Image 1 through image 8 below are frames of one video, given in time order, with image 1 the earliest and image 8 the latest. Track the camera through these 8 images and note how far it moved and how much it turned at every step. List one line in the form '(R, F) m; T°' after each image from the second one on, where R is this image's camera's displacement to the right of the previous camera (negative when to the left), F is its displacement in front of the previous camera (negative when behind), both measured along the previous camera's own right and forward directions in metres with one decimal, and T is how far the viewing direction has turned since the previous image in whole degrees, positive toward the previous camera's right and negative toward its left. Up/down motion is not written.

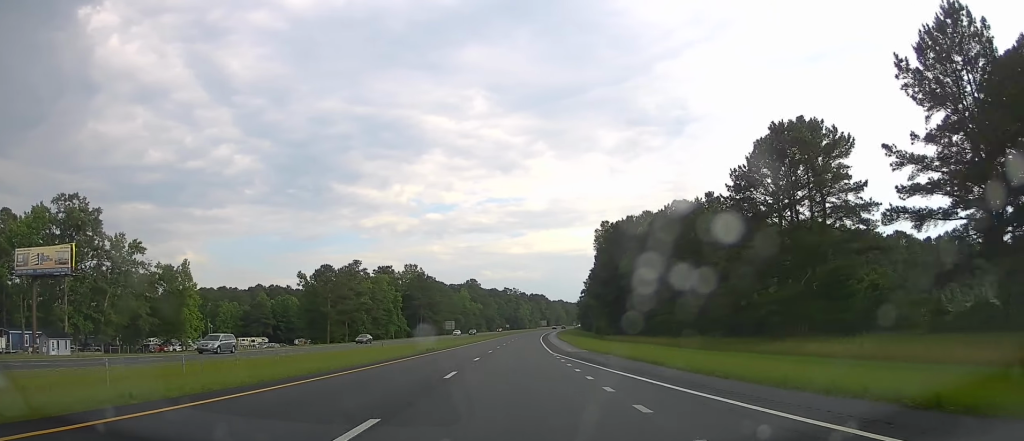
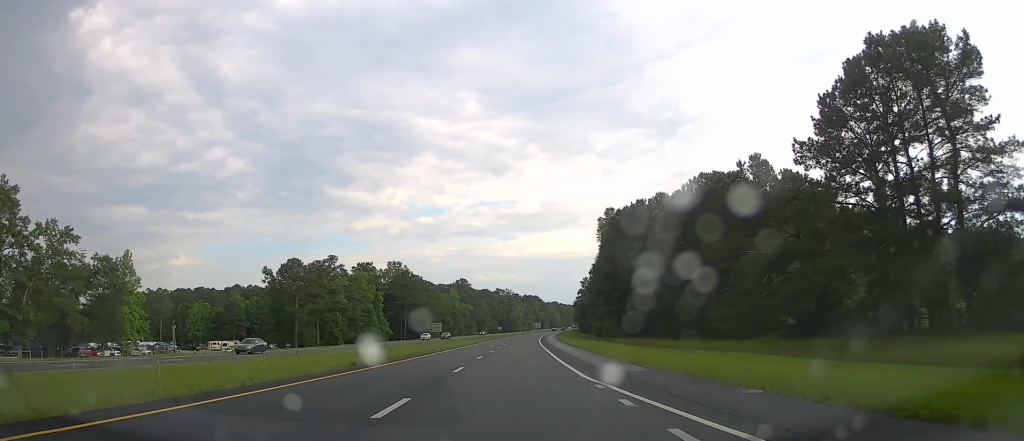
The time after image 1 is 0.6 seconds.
(+0.1, +21.1) m; +1°
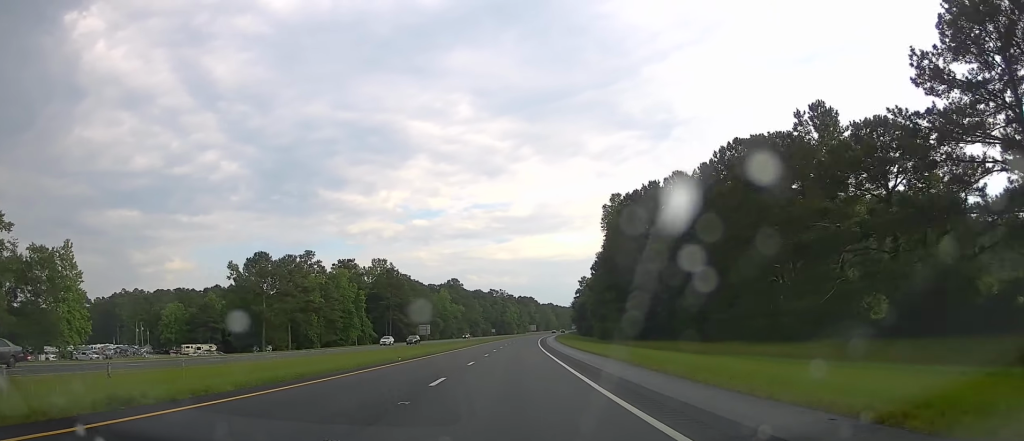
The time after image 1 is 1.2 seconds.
(+0.1, +17.6) m; +1°
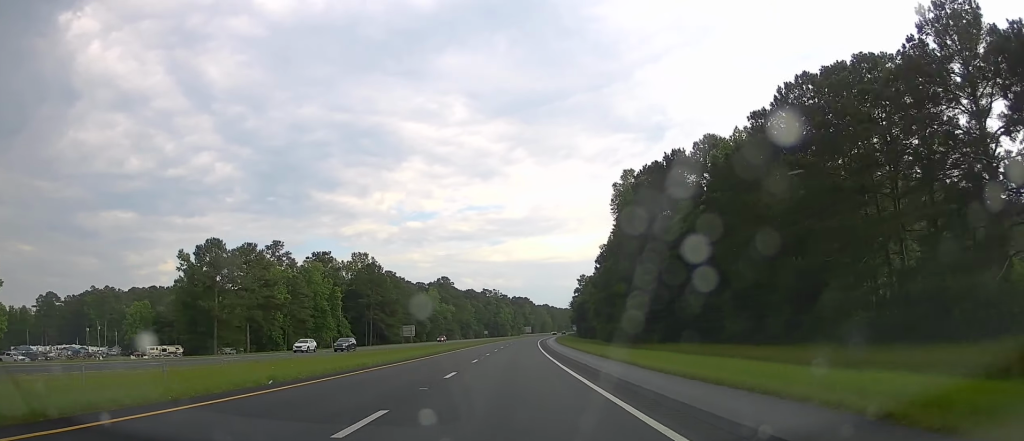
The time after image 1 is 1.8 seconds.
(+0.1, +20.8) m; +1°
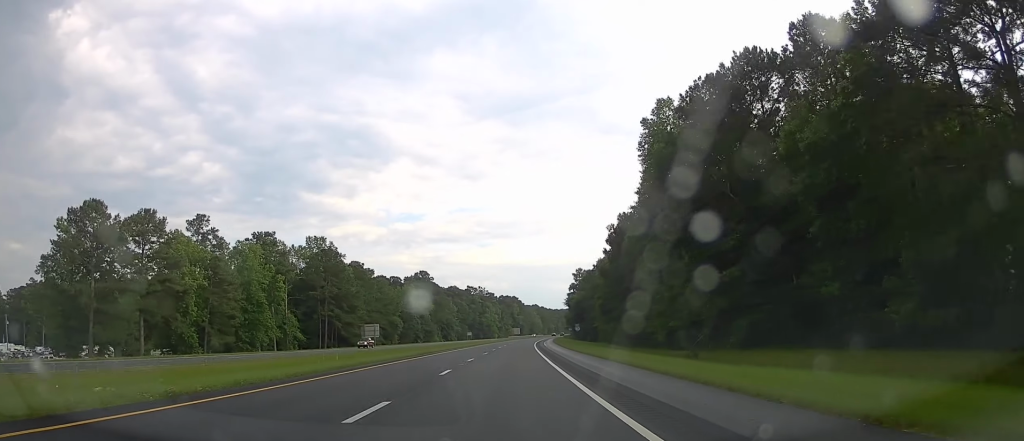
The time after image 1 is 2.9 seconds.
(+0.3, +35.0) m; +1°
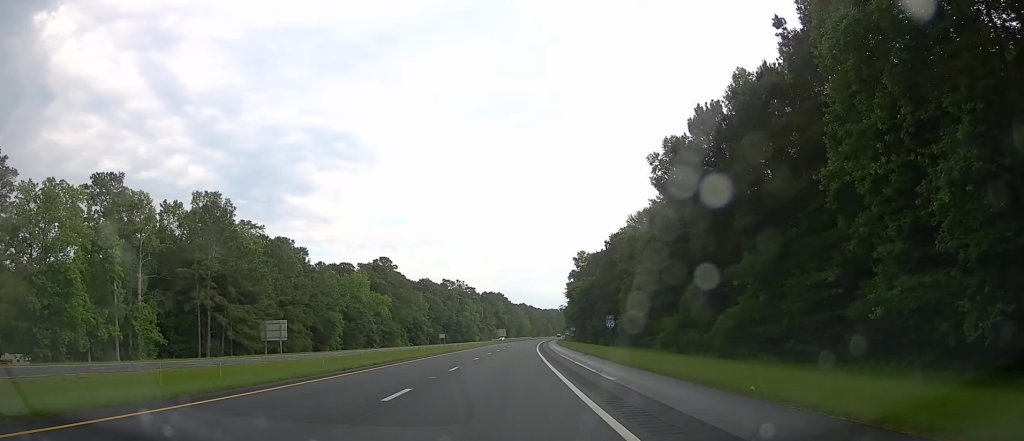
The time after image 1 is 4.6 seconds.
(+0.8, +57.2) m; +2°
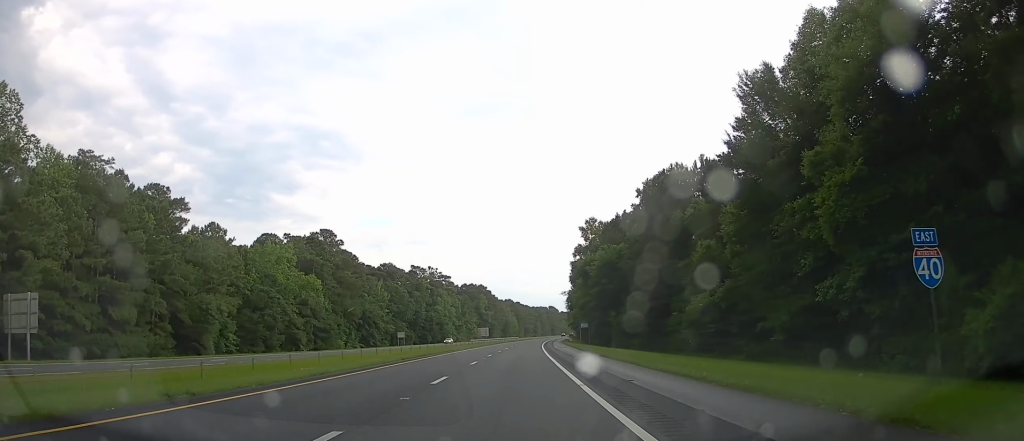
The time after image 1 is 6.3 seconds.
(+0.8, +56.1) m; +1°
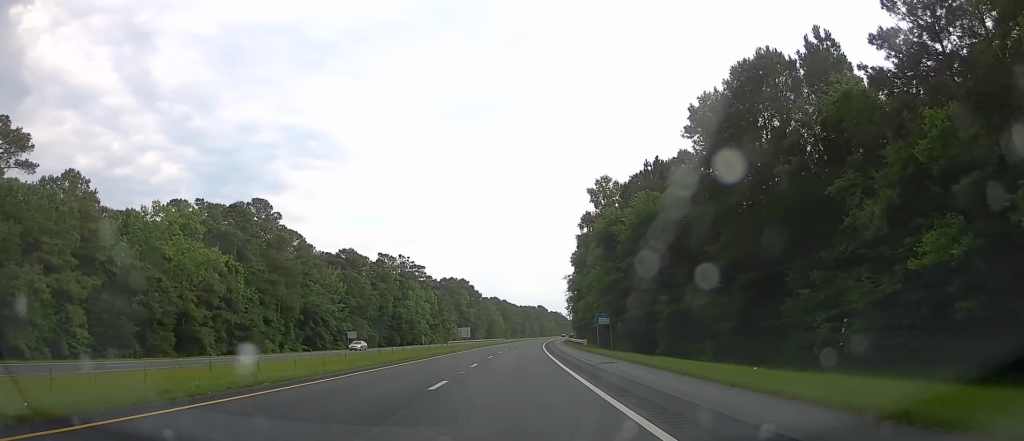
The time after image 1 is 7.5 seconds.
(0.0, +38.5) m; 0°
